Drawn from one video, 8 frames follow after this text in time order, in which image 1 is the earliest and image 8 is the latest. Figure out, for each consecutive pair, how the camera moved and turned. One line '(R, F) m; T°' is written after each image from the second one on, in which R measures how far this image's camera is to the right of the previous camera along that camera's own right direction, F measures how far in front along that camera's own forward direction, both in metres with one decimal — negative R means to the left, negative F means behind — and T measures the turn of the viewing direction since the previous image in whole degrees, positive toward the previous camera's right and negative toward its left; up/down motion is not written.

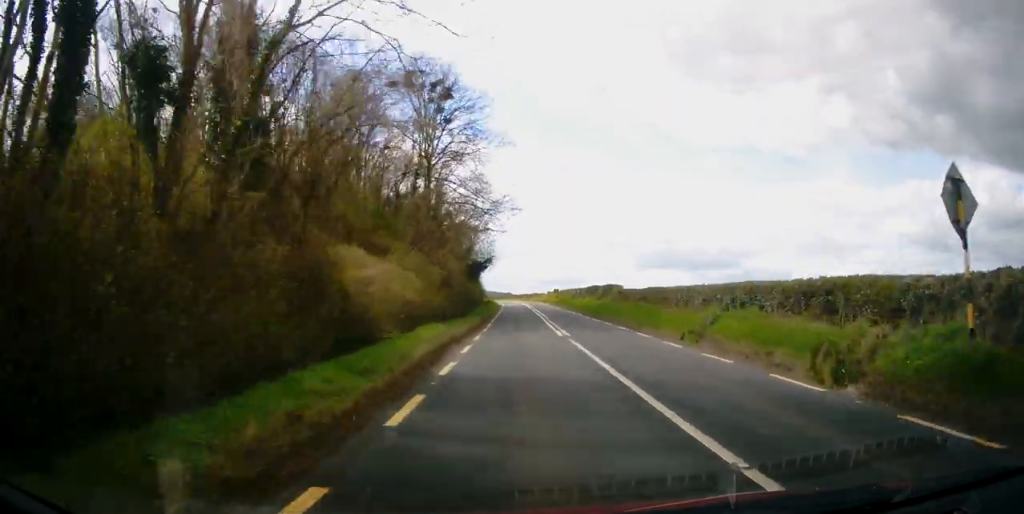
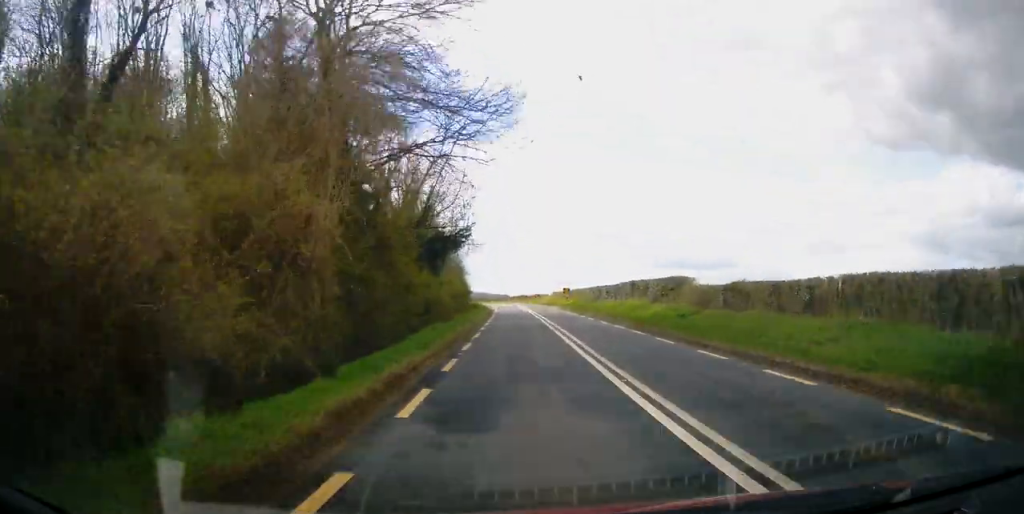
(+0.1, +20.0) m; +1°
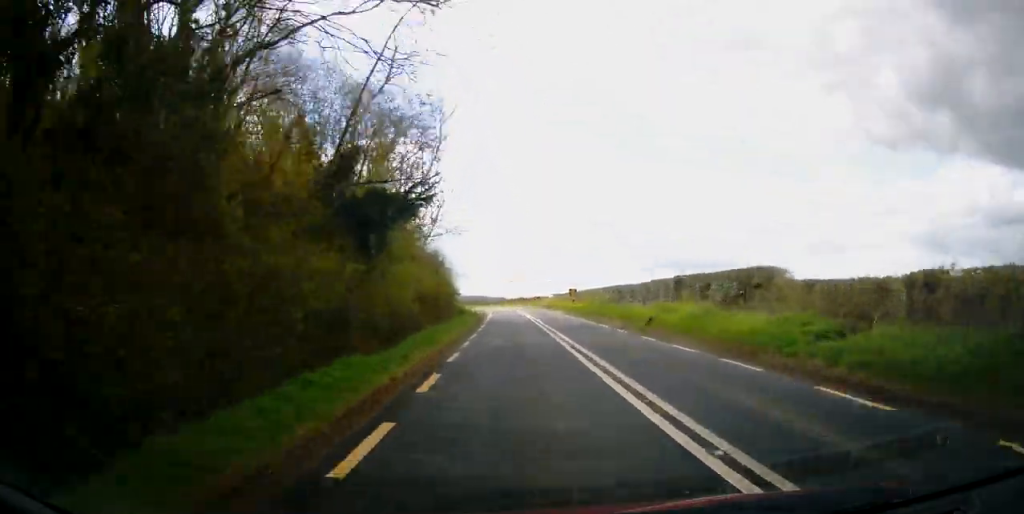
(+0.2, +10.3) m; 0°
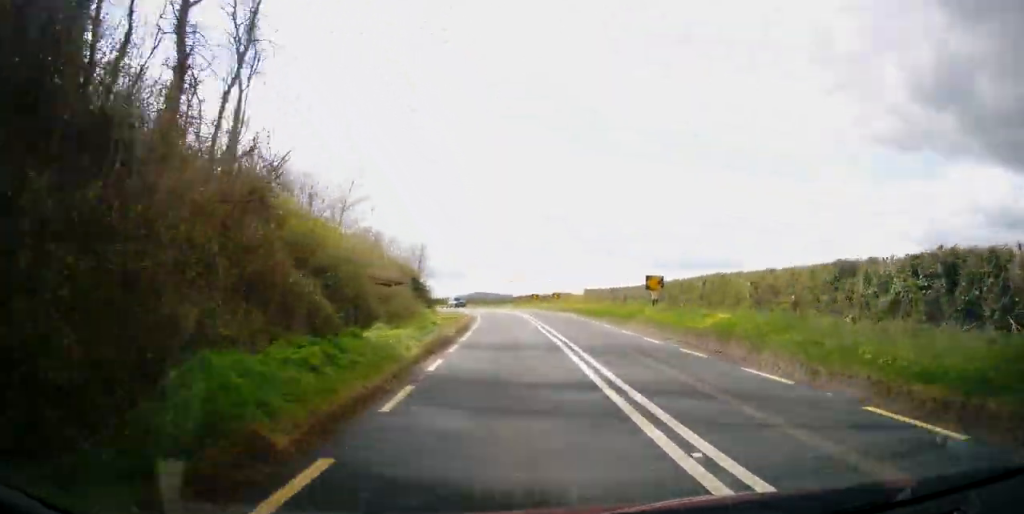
(-0.5, +29.7) m; -1°
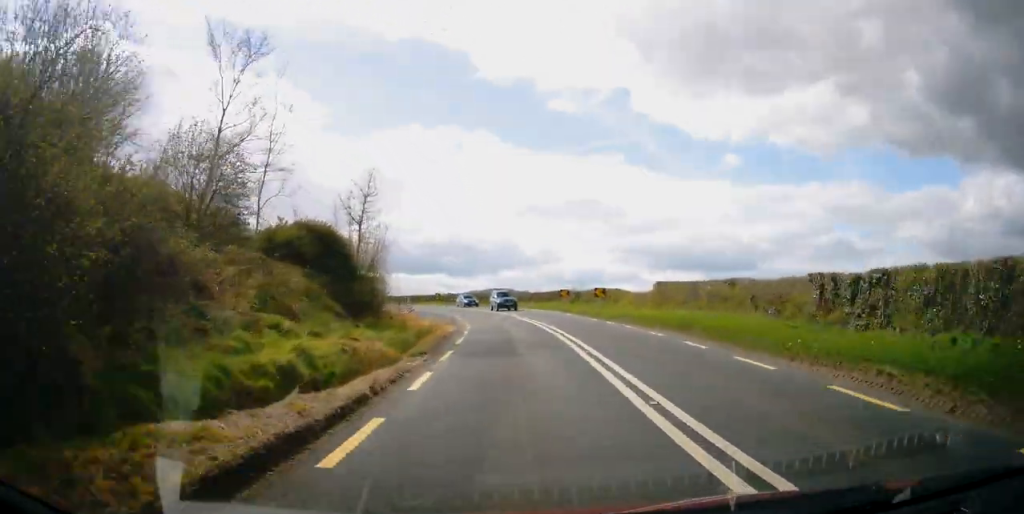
(-0.1, +22.8) m; -1°
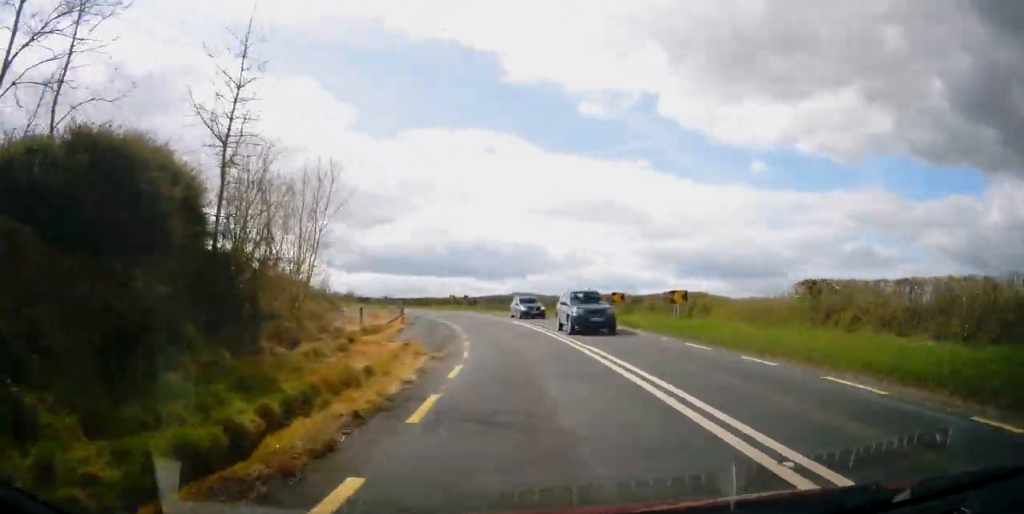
(-0.1, +14.6) m; -1°
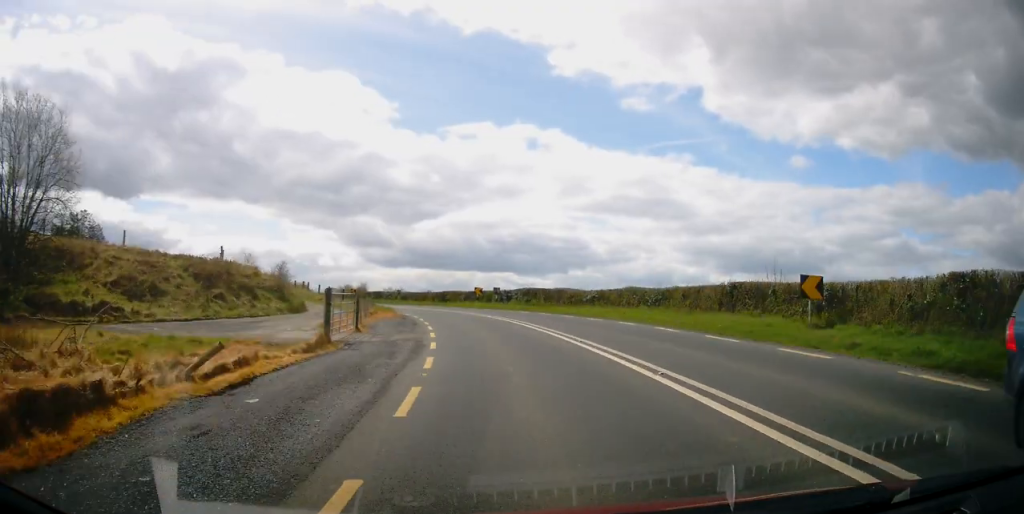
(-0.3, +20.3) m; -3°
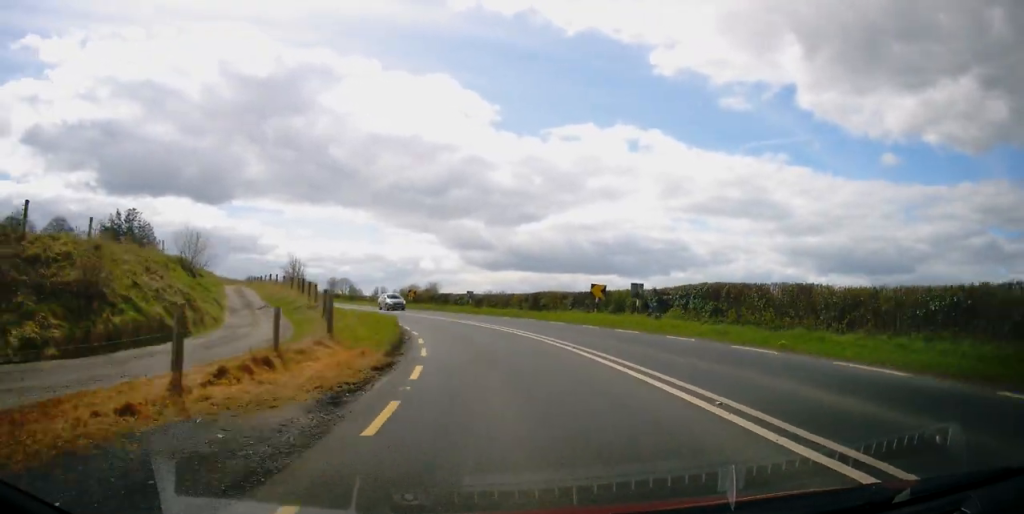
(-2.0, +25.5) m; -10°
